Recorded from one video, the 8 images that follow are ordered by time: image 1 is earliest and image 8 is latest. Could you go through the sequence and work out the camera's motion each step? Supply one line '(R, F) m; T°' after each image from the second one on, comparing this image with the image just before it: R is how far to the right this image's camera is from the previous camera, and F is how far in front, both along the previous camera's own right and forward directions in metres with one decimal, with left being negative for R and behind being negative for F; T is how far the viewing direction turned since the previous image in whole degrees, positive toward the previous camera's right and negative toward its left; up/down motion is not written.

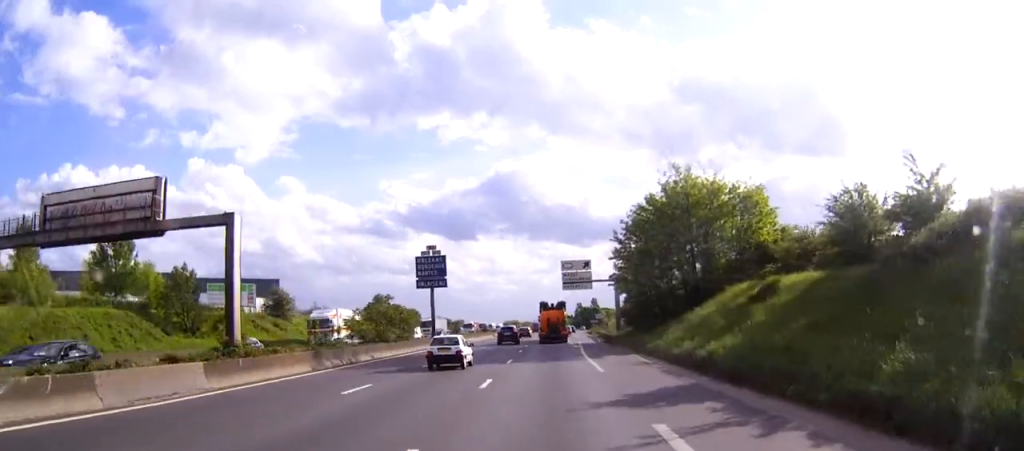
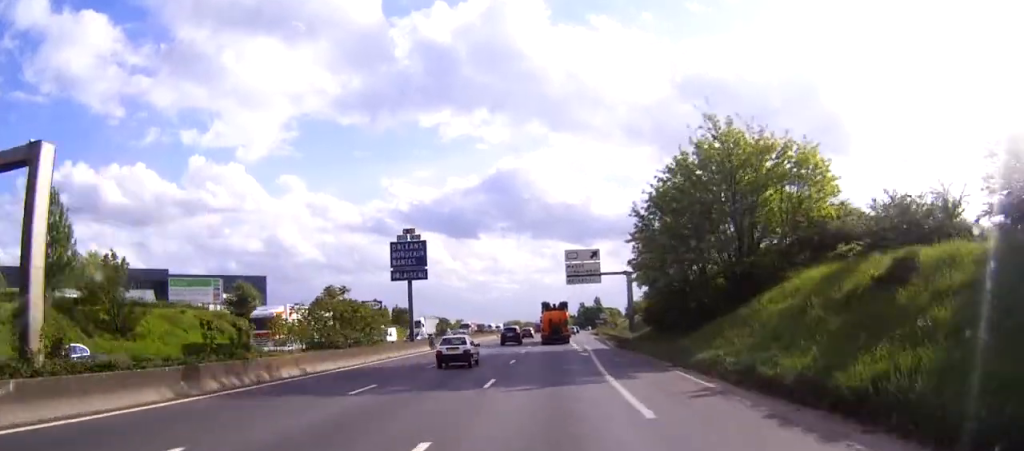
(0.0, +12.2) m; 0°
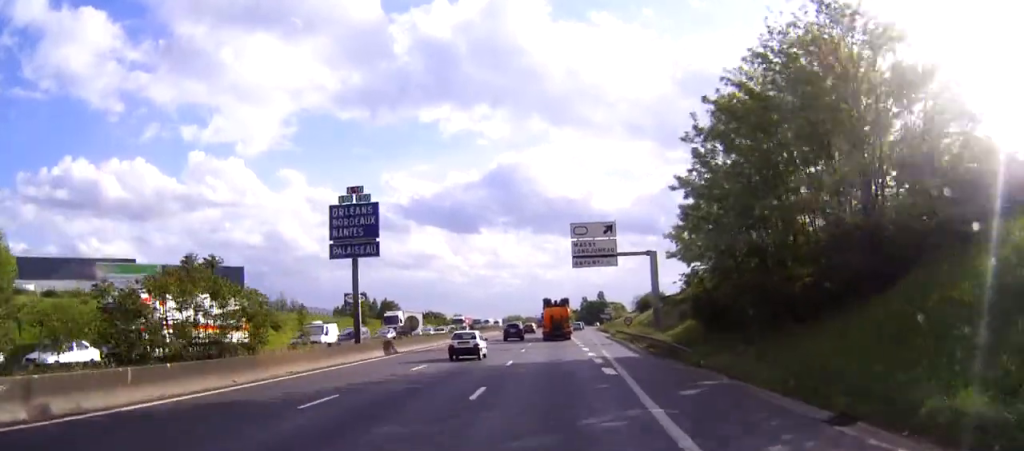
(0.0, +17.0) m; 0°
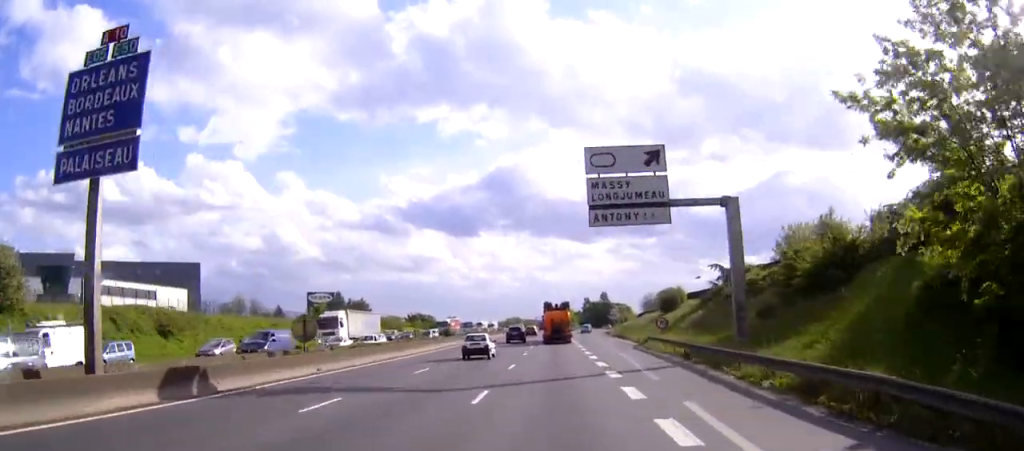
(0.0, +26.0) m; 0°
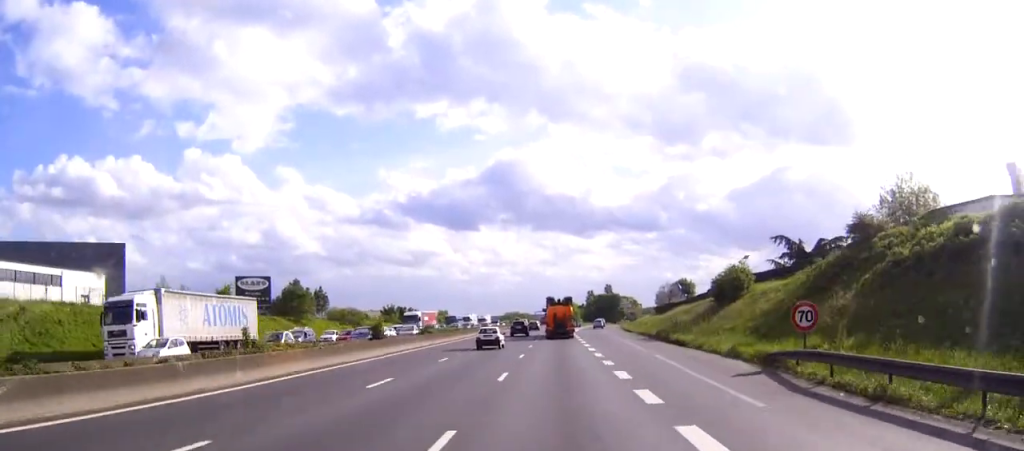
(-0.1, +33.4) m; 0°
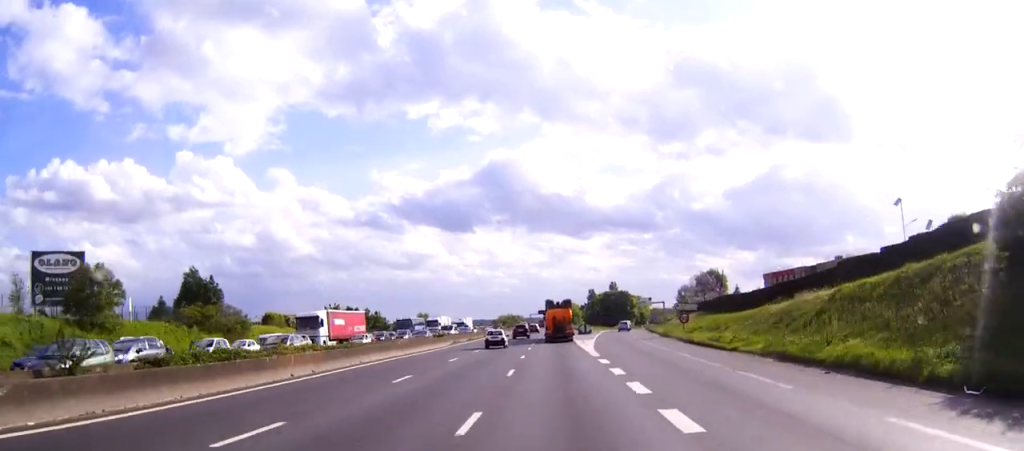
(+0.1, +48.4) m; 0°
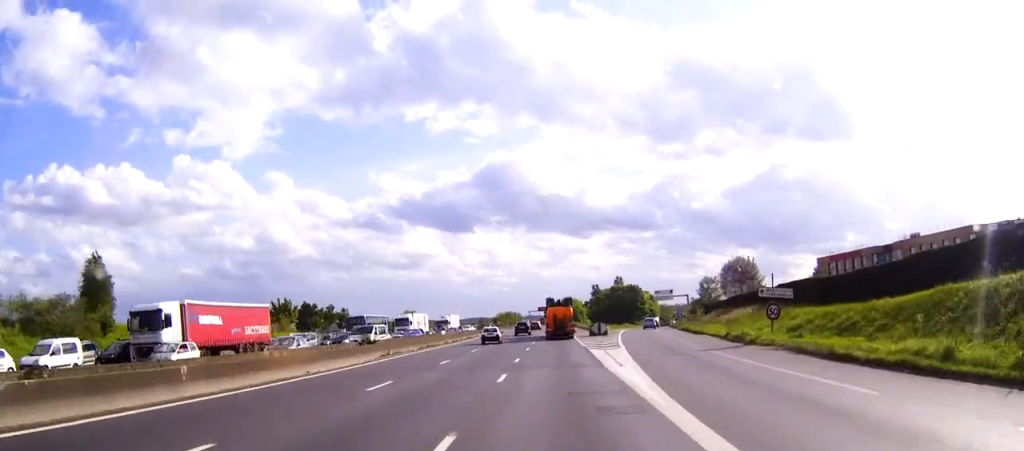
(0.0, +29.0) m; 0°
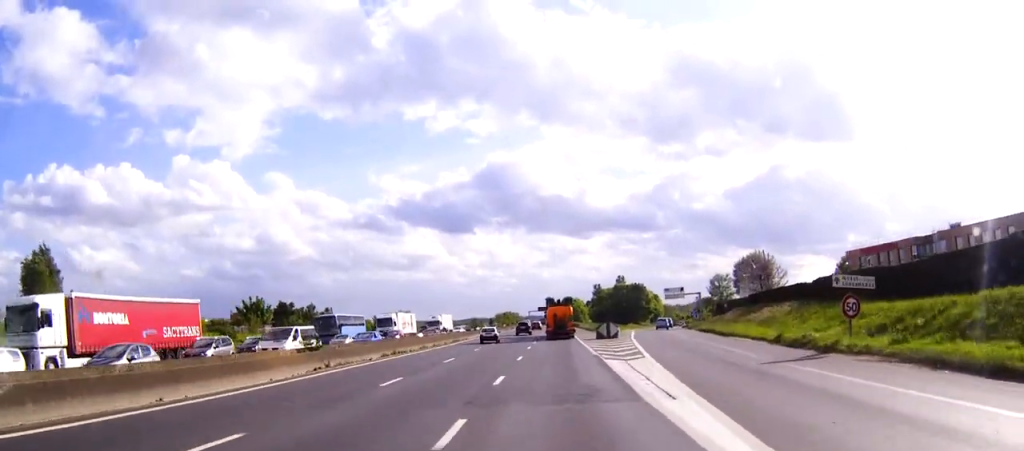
(0.0, +11.6) m; 0°
